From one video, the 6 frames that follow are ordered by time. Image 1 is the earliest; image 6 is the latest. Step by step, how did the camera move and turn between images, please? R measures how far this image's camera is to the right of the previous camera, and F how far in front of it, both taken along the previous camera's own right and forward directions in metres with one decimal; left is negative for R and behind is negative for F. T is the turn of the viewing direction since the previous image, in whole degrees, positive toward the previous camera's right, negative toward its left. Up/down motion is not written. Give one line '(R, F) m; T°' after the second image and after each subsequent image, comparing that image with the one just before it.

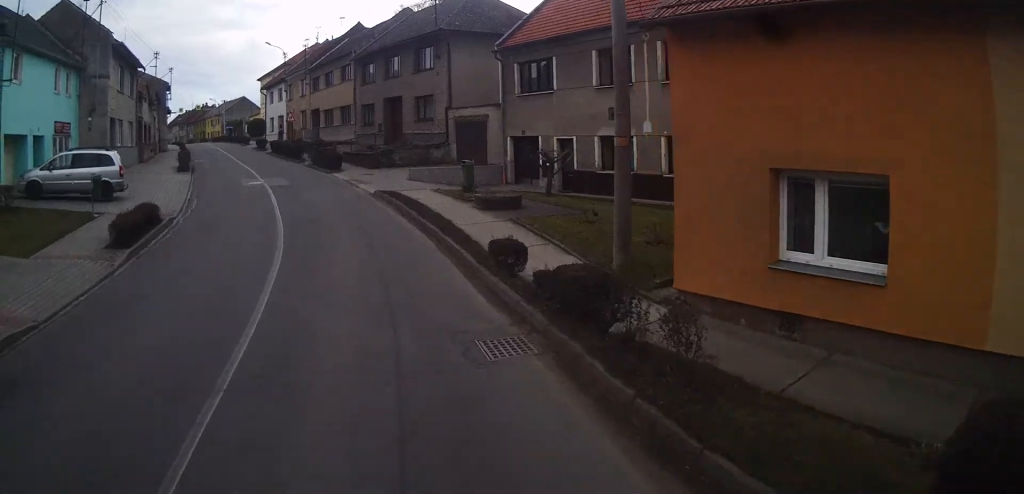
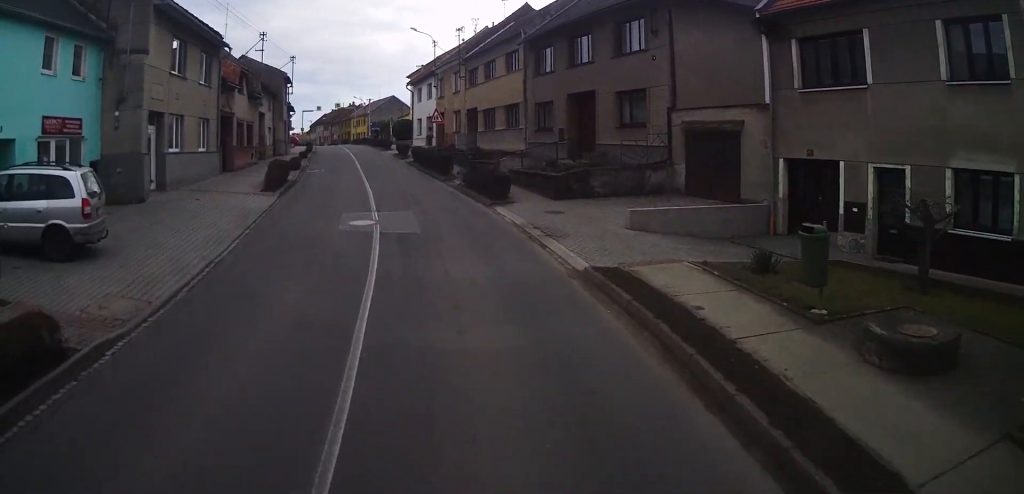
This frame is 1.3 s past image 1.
(-1.4, +9.9) m; -20°
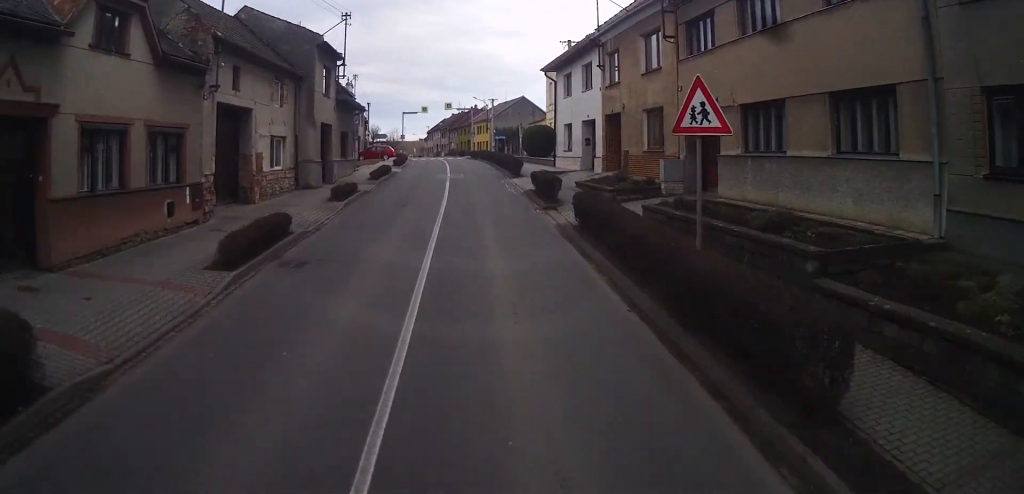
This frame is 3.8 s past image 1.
(-5.6, +20.0) m; -20°
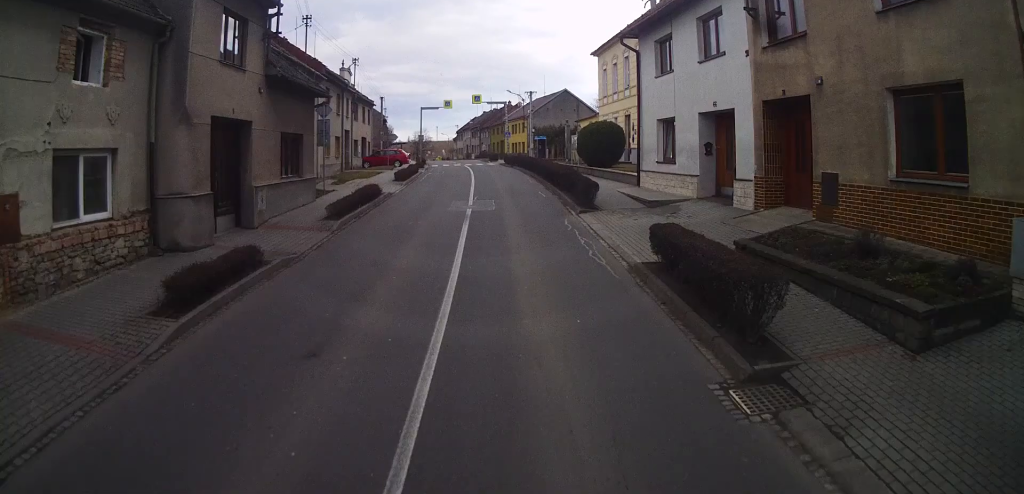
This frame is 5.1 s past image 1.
(-0.3, +12.8) m; -1°
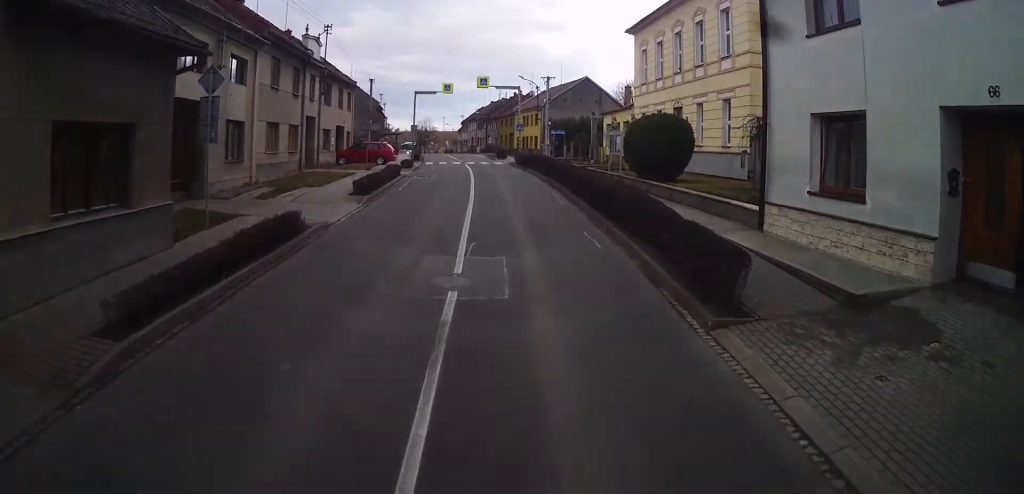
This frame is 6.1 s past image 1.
(0.0, +10.2) m; -2°
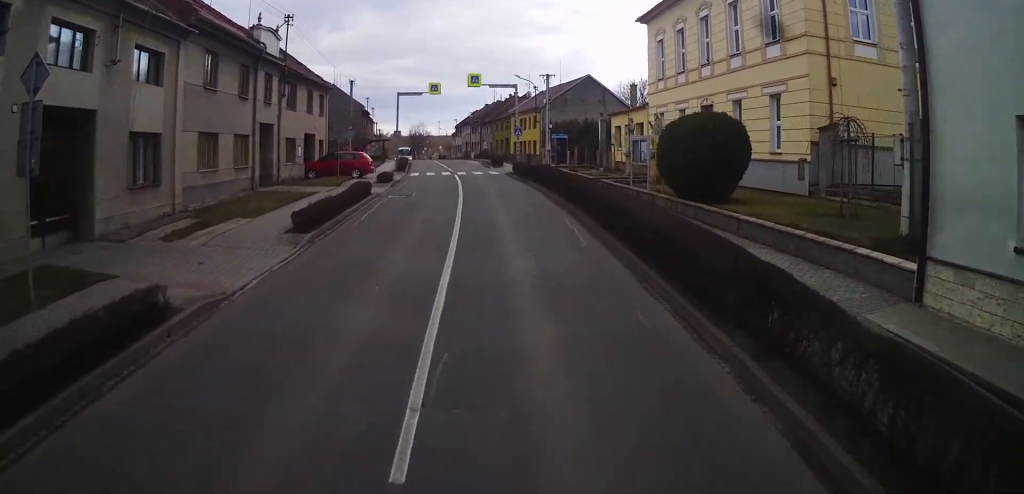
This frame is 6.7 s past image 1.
(-0.1, +5.8) m; -1°
